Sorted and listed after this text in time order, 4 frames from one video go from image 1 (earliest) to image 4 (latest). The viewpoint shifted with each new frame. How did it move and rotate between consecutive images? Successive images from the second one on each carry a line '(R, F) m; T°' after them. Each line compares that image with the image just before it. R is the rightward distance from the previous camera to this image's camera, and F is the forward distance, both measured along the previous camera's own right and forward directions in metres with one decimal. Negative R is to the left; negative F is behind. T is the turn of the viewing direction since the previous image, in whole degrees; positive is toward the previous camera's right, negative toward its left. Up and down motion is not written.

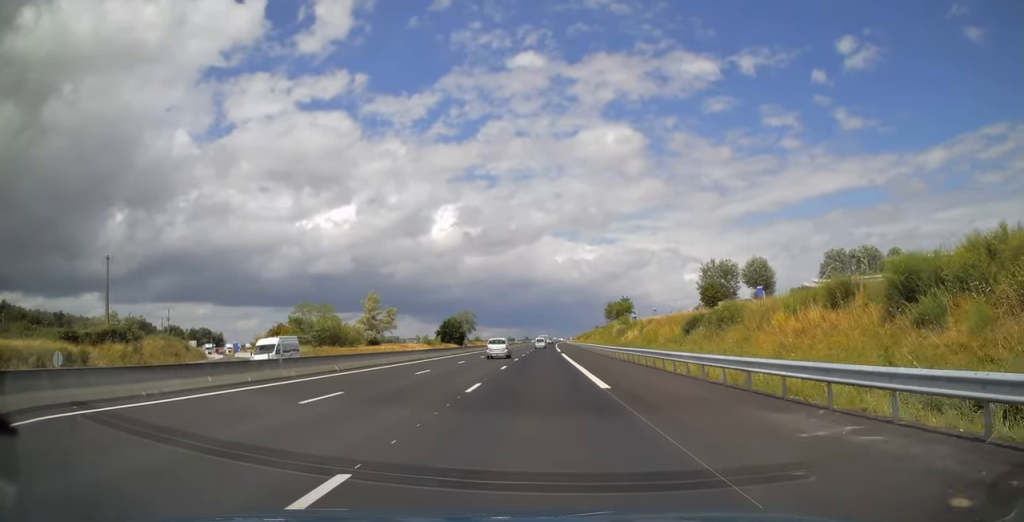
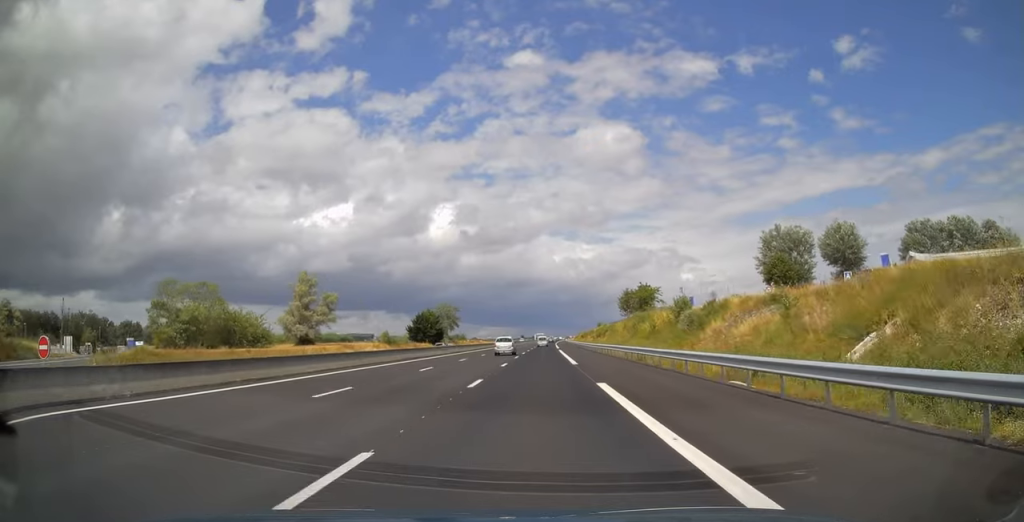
(+0.2, +38.2) m; +1°
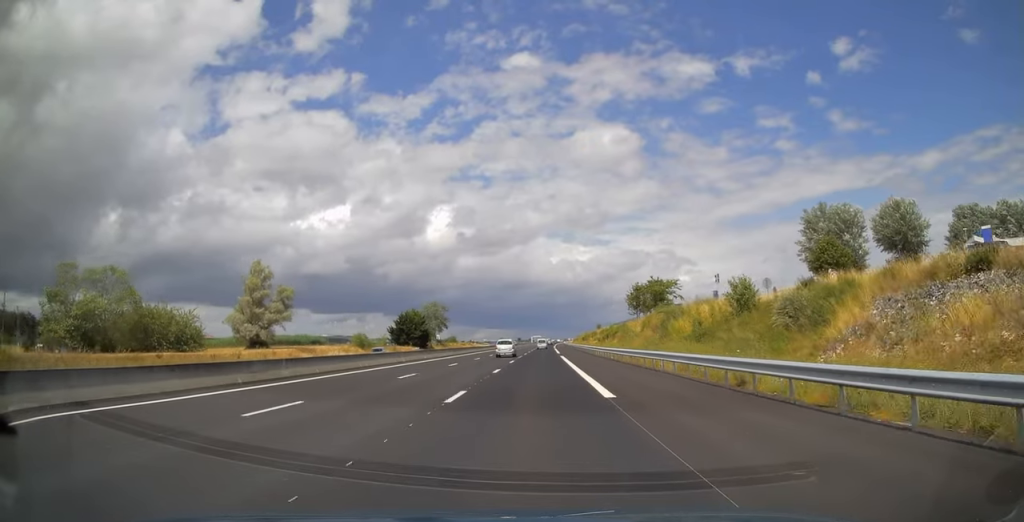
(+0.1, +16.7) m; 0°
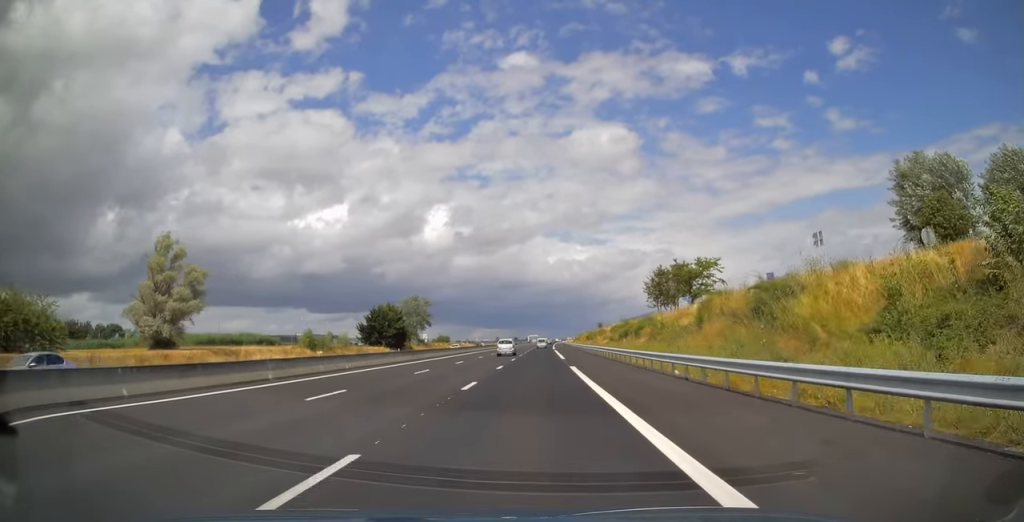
(-0.1, +22.6) m; 0°
